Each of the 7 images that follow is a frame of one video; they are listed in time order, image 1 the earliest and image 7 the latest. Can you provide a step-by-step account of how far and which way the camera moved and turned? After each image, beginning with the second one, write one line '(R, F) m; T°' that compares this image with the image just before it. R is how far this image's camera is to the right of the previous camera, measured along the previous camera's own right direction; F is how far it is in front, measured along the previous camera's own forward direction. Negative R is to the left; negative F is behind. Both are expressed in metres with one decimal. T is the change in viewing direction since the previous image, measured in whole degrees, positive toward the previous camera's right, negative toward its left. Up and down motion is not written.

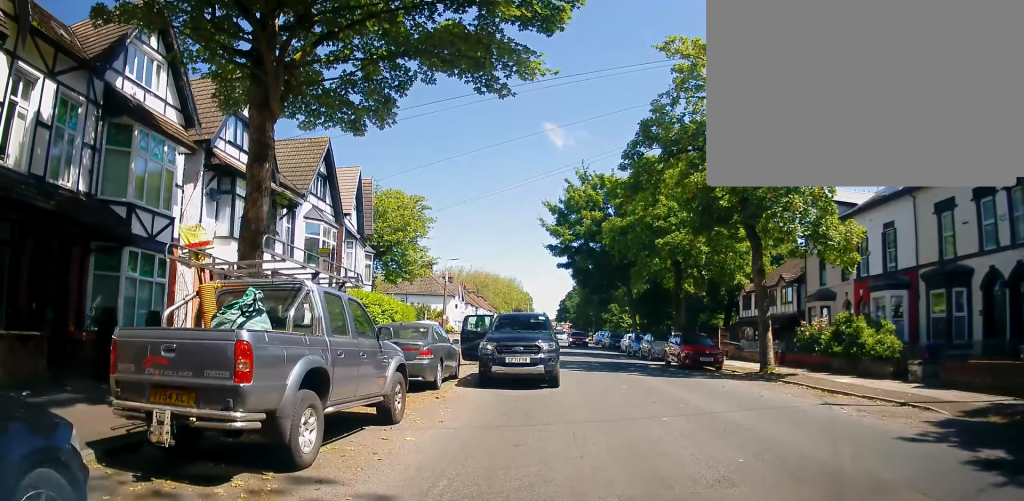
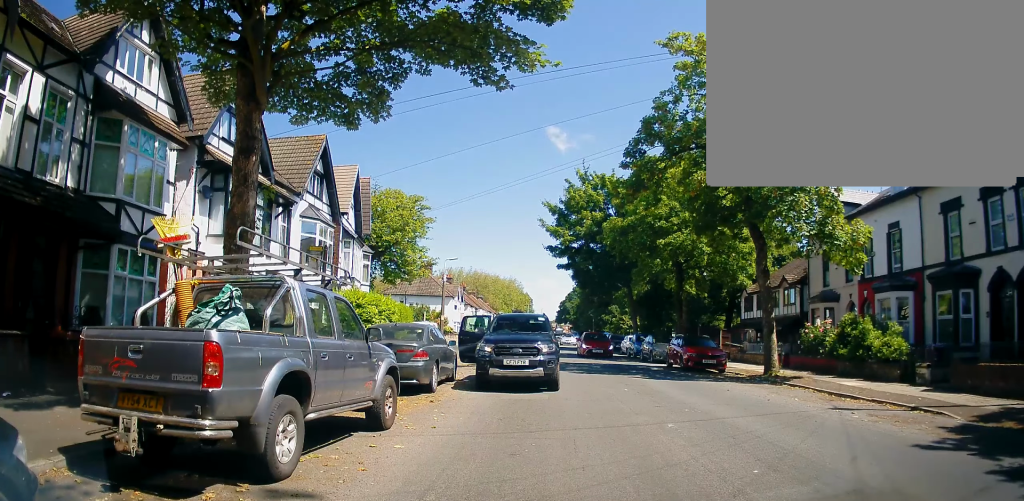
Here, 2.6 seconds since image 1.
(-0.4, +1.2) m; 0°
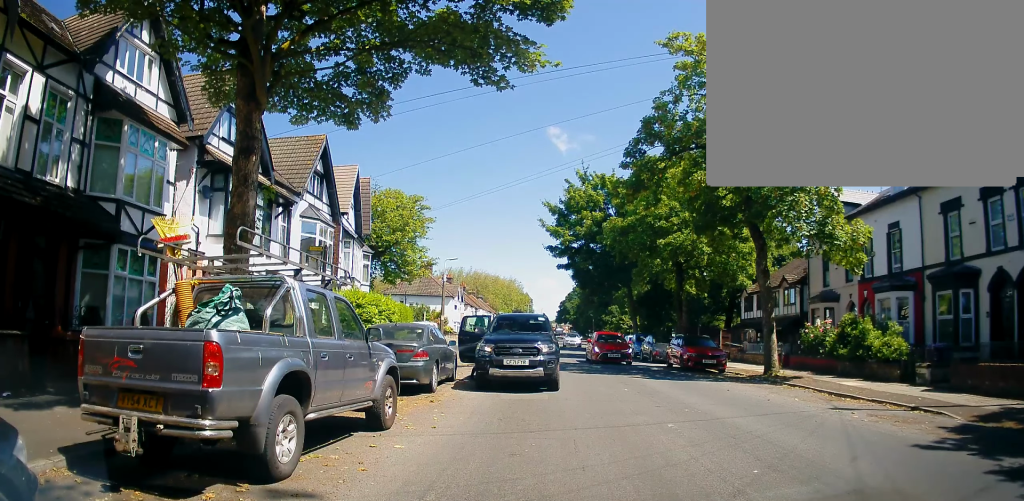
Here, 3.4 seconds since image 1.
(0.0, 0.0) m; 0°
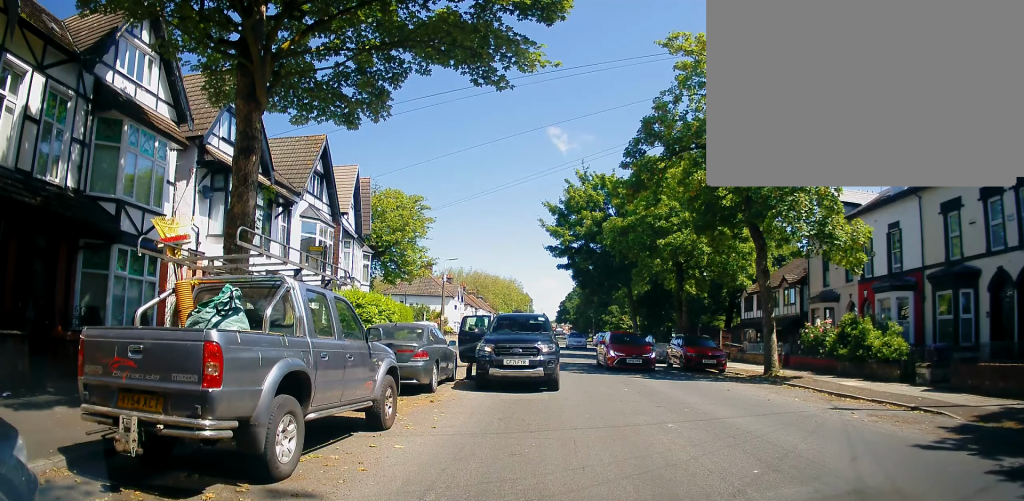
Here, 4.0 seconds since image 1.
(0.0, 0.0) m; 0°
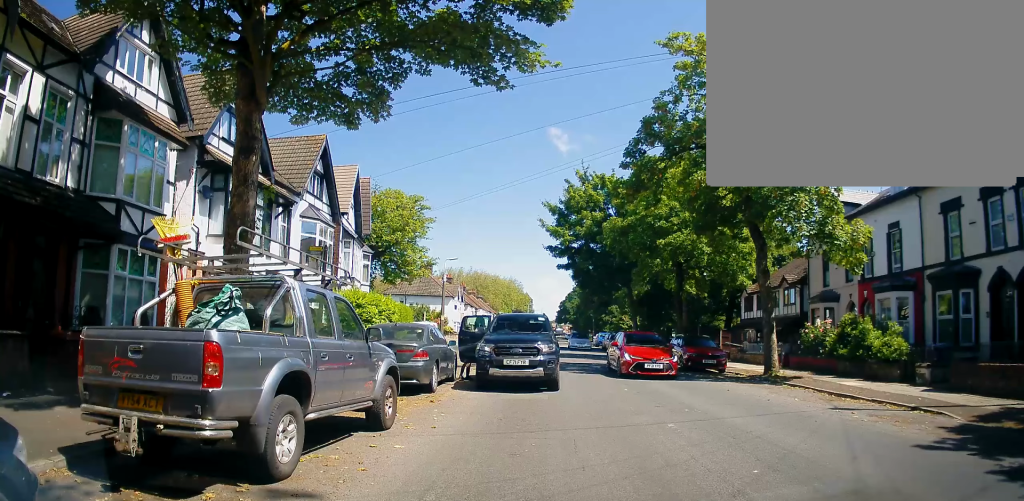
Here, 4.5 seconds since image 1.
(0.0, 0.0) m; 0°
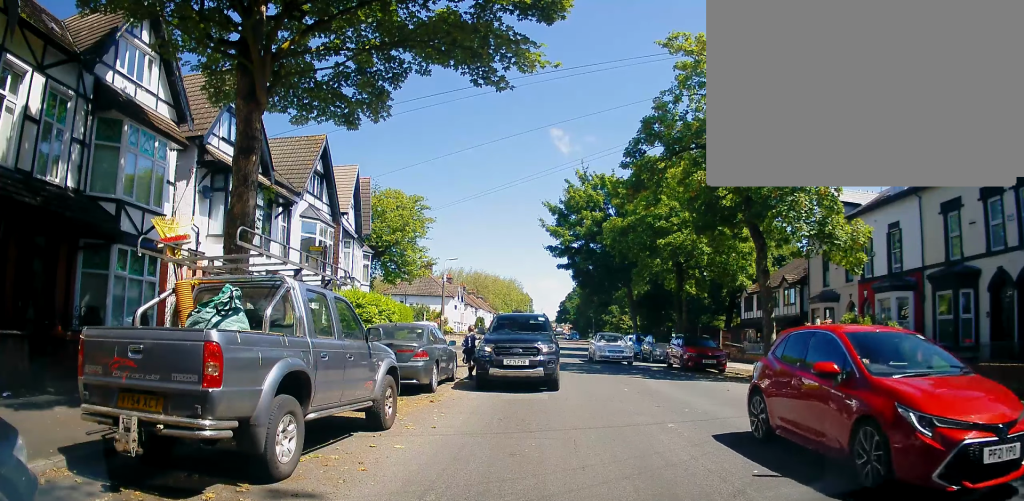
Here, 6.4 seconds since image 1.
(0.0, 0.0) m; 0°
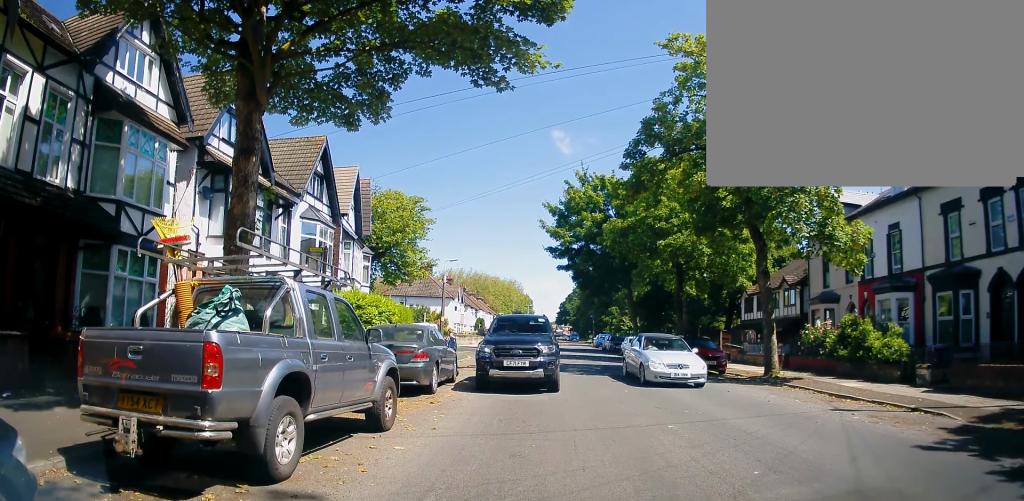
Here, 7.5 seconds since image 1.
(0.0, 0.0) m; 0°
